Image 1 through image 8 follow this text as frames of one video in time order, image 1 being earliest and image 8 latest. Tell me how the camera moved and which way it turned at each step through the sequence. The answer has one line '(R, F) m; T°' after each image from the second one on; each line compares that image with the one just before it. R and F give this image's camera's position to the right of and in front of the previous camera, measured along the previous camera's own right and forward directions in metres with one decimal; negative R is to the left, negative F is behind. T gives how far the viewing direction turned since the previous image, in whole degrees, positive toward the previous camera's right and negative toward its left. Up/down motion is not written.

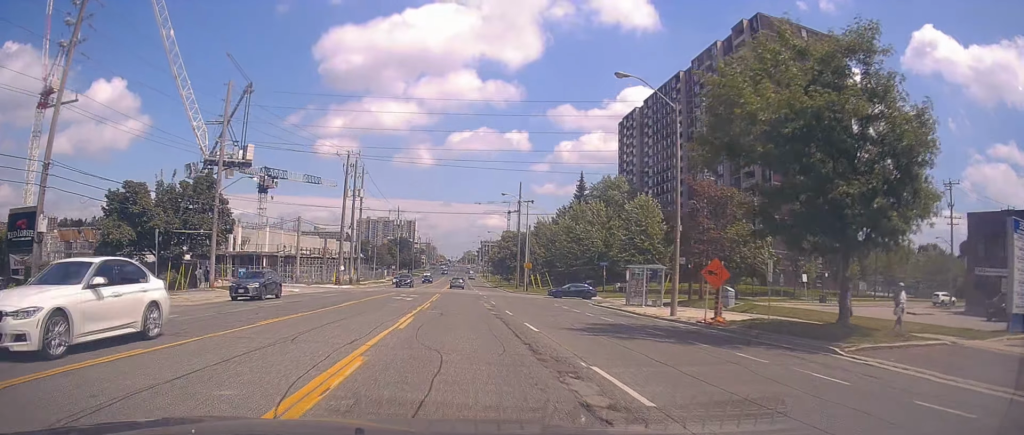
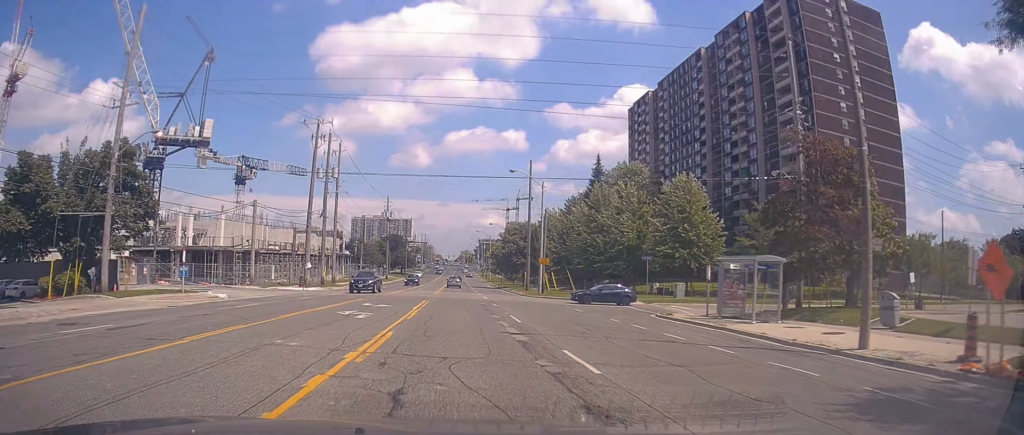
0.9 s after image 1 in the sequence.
(0.0, +13.9) m; 0°
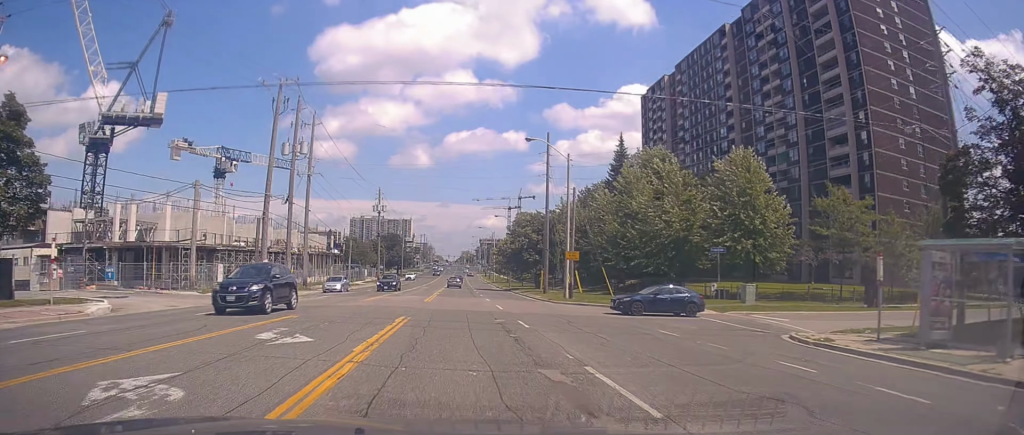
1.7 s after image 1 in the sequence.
(0.0, +12.3) m; 0°
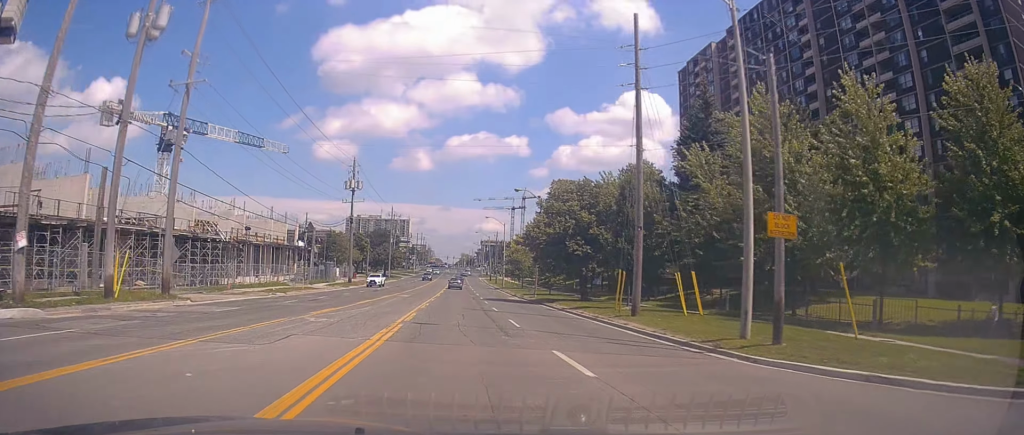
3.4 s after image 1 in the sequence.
(0.0, +25.7) m; 0°
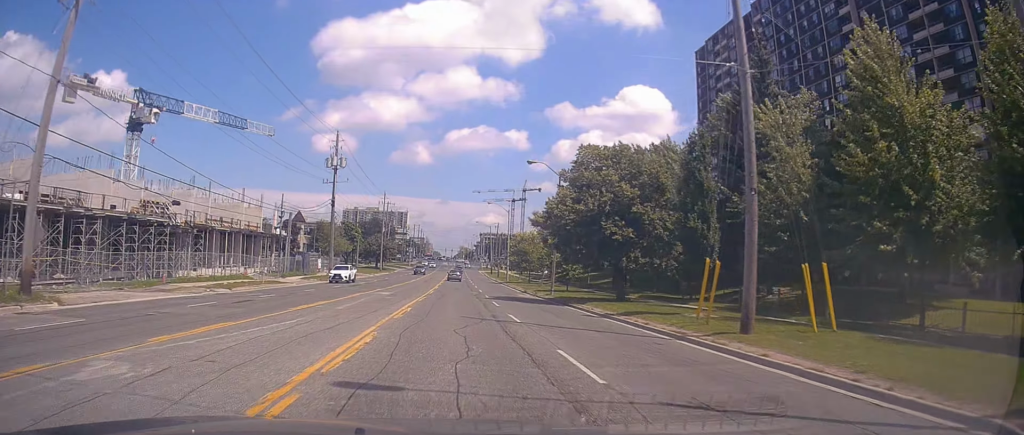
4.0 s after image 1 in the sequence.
(0.0, +10.2) m; 0°
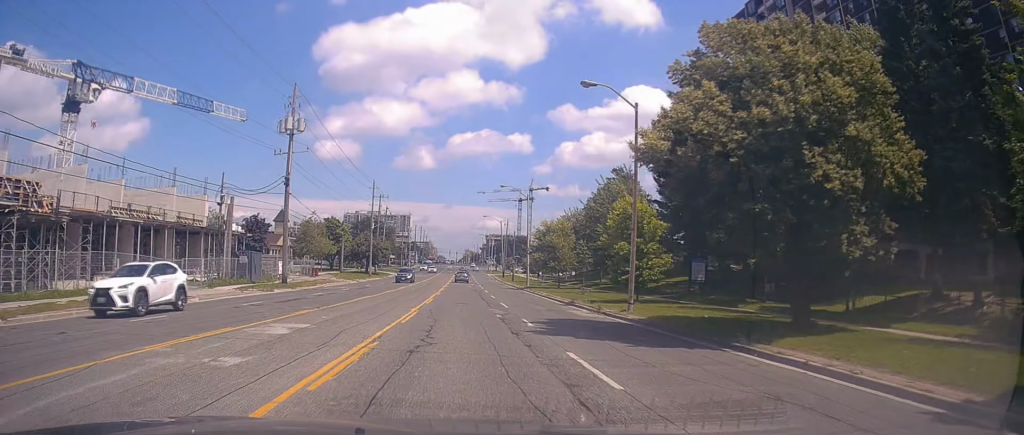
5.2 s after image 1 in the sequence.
(+0.1, +18.4) m; 0°
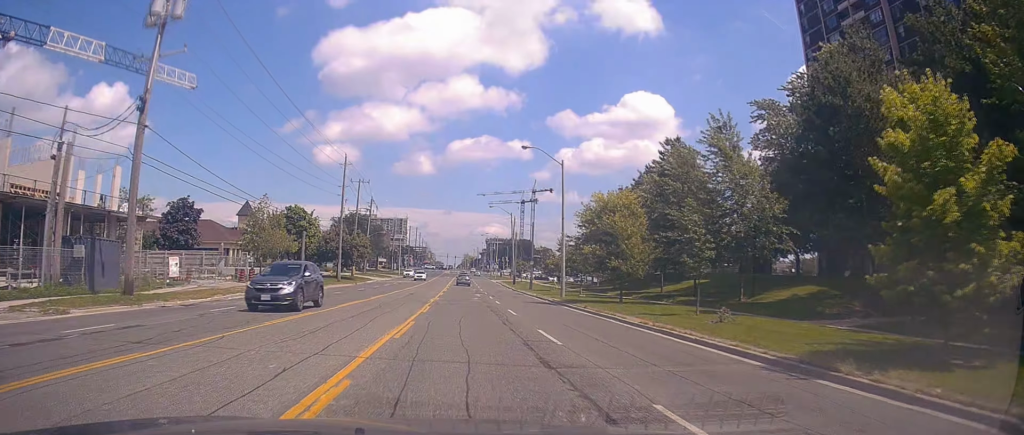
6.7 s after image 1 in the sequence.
(-0.1, +22.4) m; -1°
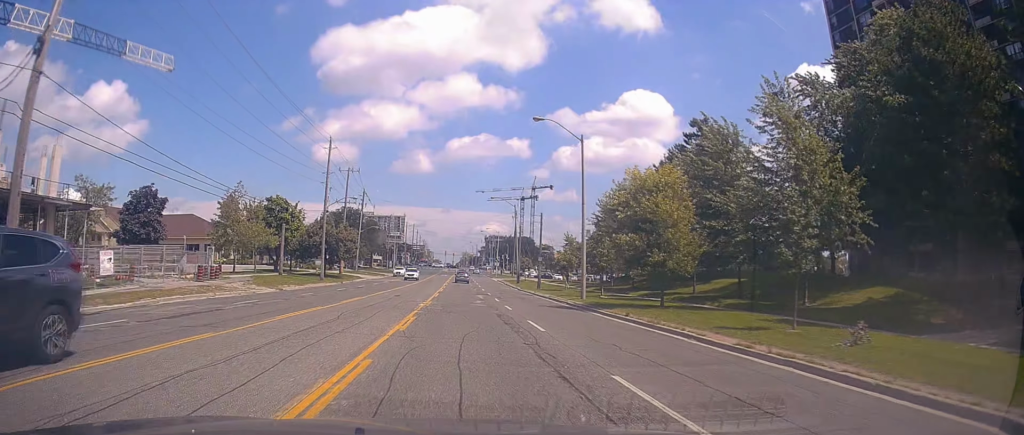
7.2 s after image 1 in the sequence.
(-0.1, +7.5) m; 0°
